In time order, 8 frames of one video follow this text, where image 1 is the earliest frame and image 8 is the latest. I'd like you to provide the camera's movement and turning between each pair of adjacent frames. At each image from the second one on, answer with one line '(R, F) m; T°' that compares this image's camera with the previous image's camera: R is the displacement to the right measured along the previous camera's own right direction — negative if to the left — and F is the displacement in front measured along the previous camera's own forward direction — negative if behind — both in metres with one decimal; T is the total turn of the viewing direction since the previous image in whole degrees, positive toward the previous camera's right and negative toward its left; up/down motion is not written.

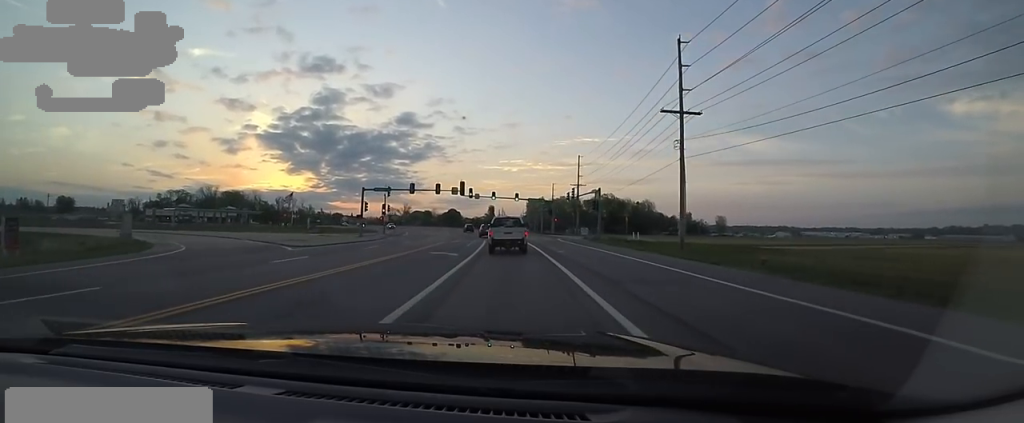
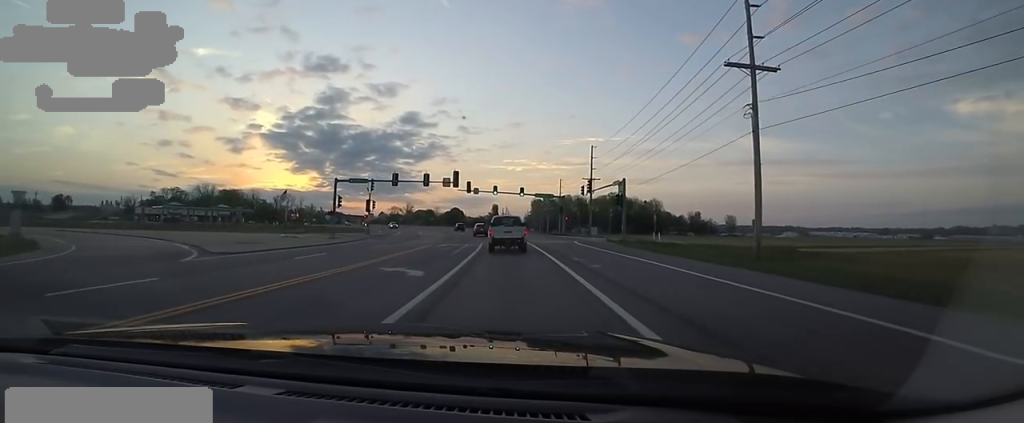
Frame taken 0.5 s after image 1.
(+0.6, +10.3) m; +2°
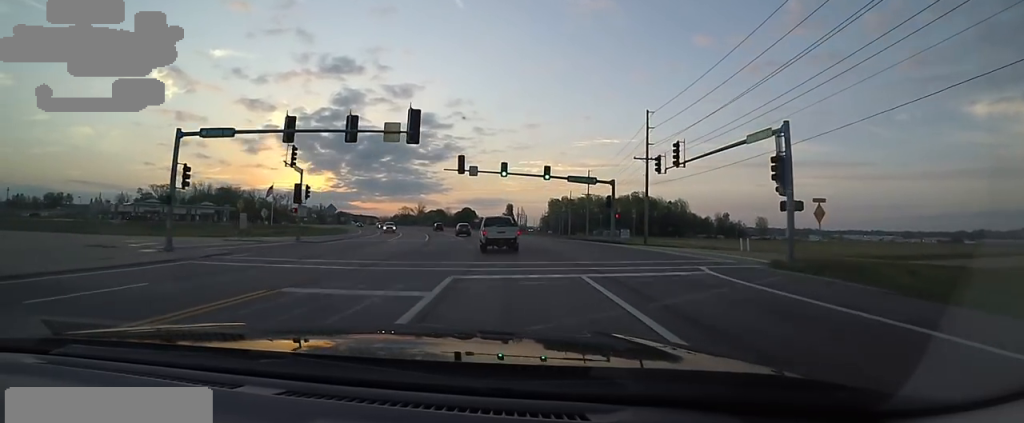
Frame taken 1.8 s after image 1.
(+1.0, +25.2) m; -1°
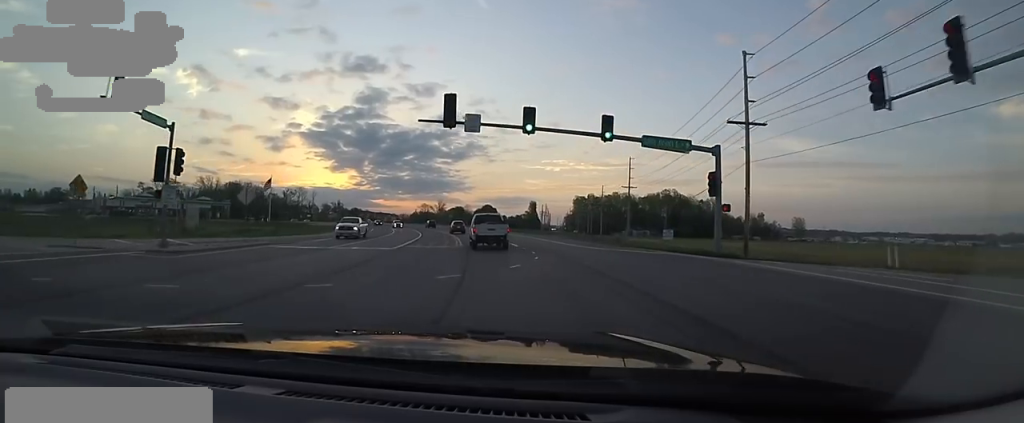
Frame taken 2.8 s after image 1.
(-1.1, +18.7) m; -4°
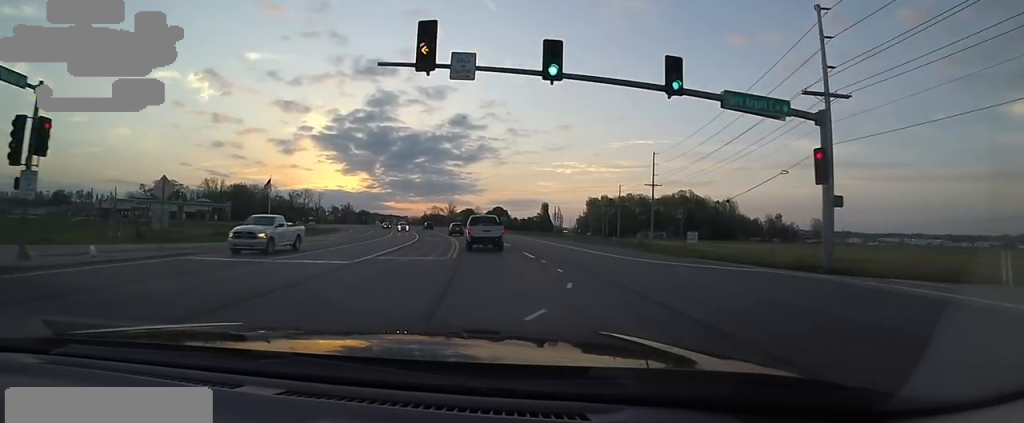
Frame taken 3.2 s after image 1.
(-0.2, +8.4) m; -2°
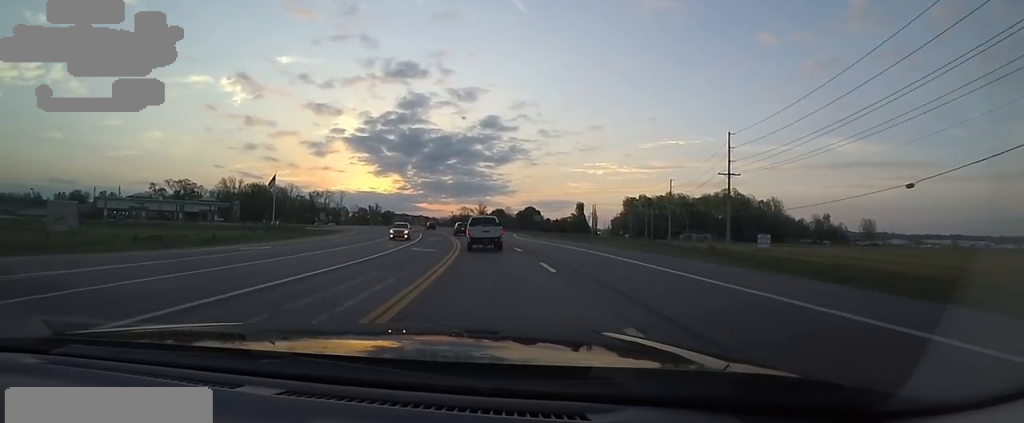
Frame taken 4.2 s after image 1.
(-0.1, +18.0) m; -4°
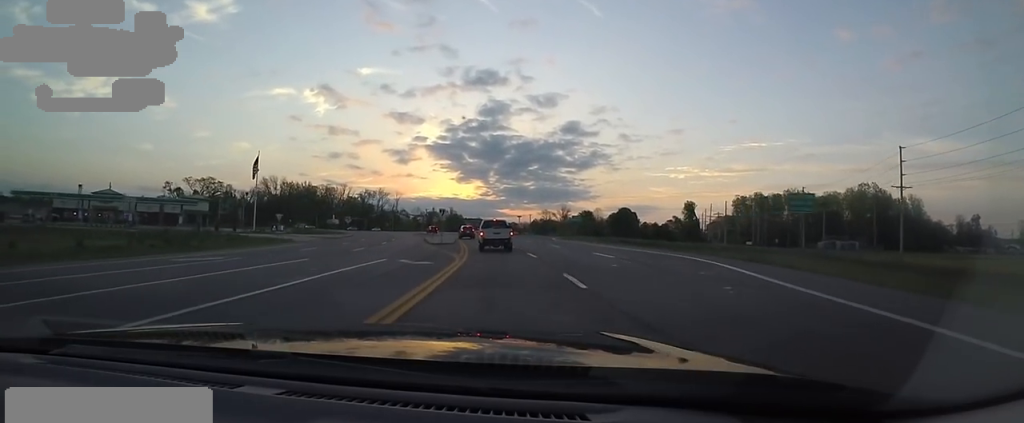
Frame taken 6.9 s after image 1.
(-4.3, +51.0) m; -5°
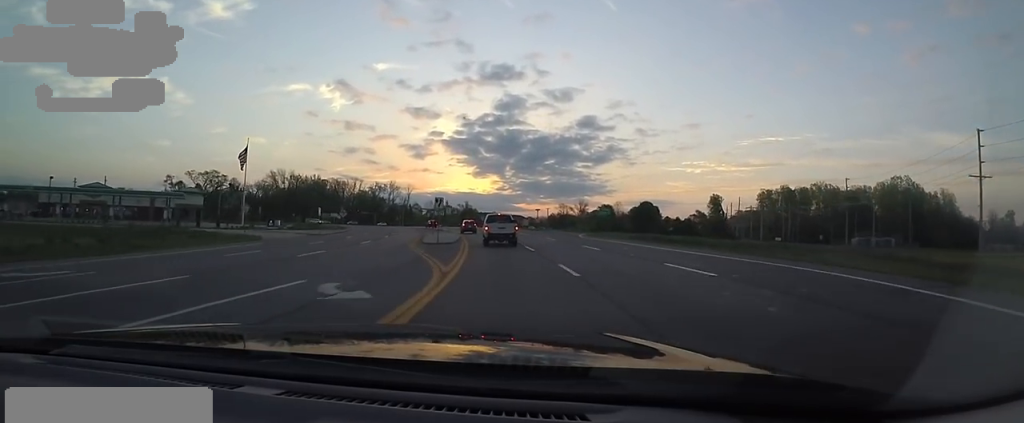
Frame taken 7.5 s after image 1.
(+0.1, +10.1) m; -2°
